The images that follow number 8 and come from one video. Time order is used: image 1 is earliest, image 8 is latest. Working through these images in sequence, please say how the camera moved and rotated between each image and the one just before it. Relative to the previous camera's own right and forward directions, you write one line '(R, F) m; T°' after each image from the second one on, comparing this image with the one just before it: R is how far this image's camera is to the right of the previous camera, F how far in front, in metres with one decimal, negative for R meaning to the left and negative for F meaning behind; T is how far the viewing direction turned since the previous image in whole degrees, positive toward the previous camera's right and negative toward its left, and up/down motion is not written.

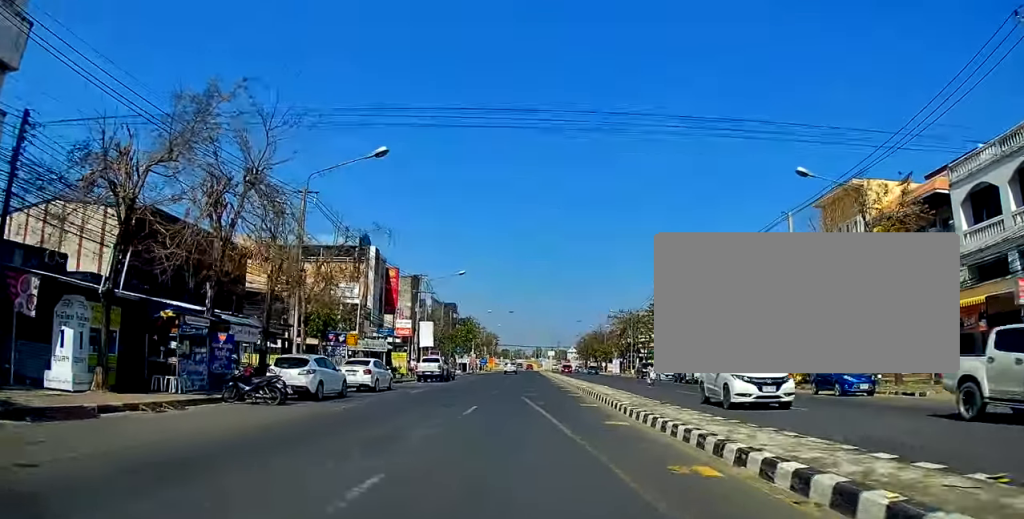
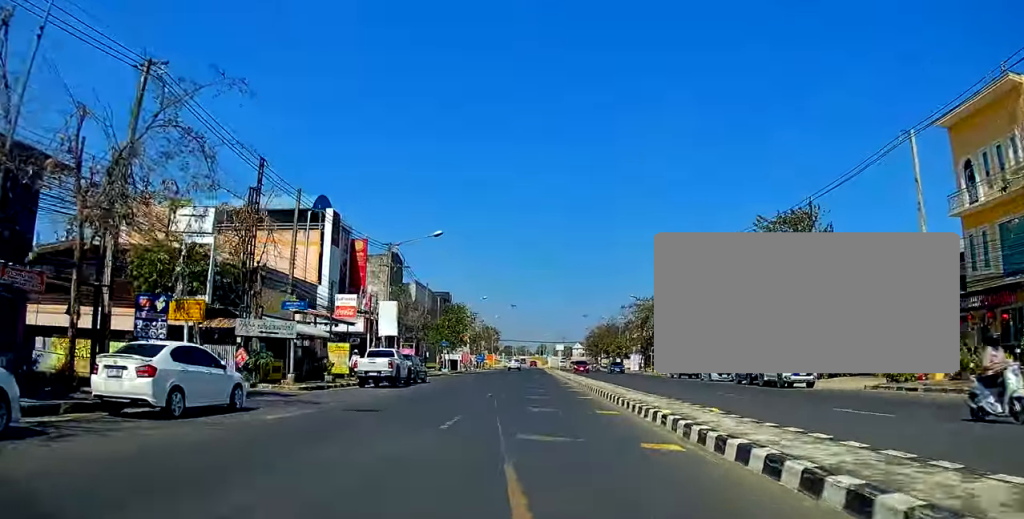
(+0.2, +16.2) m; +1°
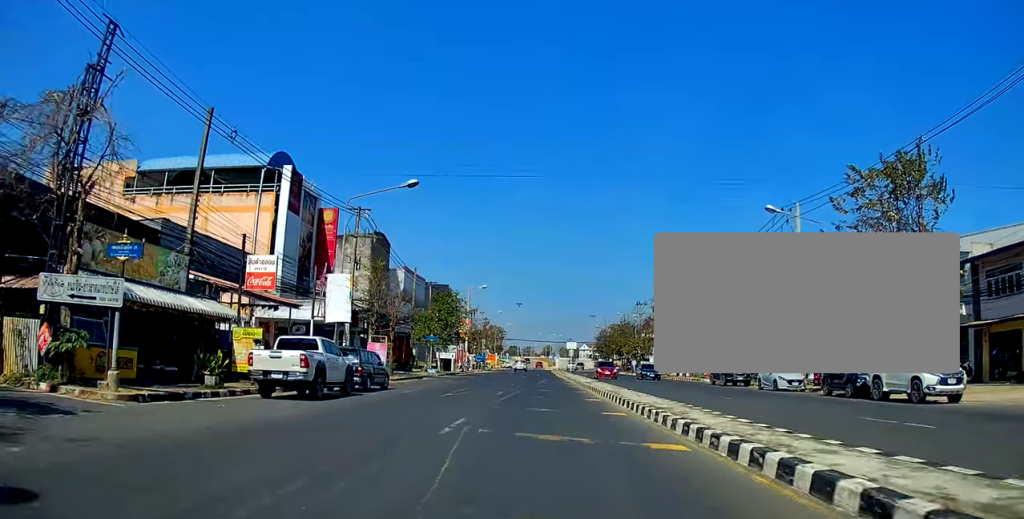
(+0.1, +12.0) m; -1°
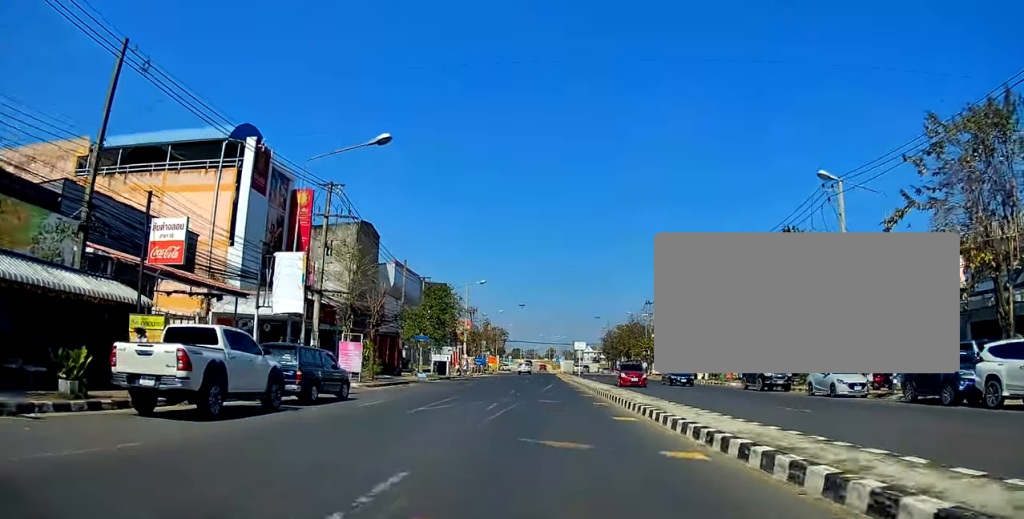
(-0.2, +6.6) m; -1°
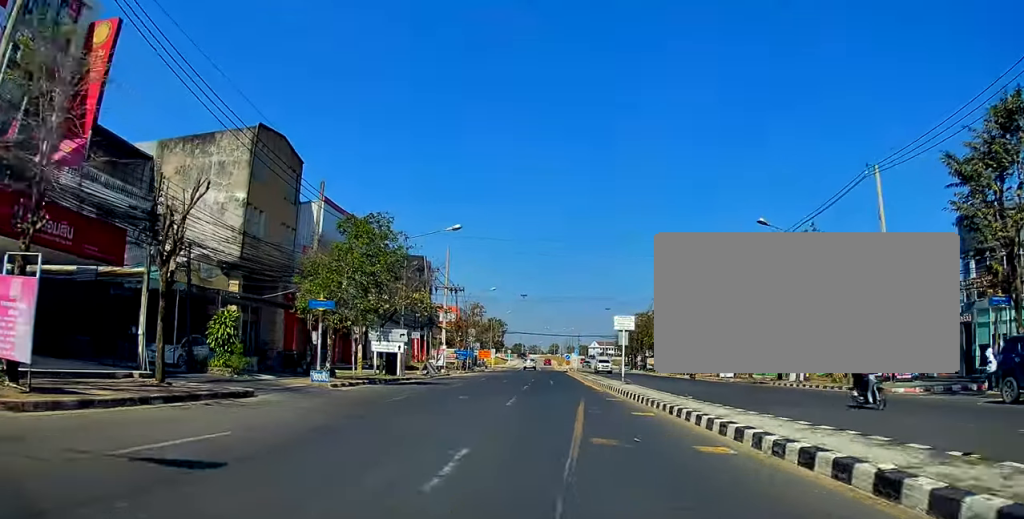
(-0.5, +24.1) m; -1°
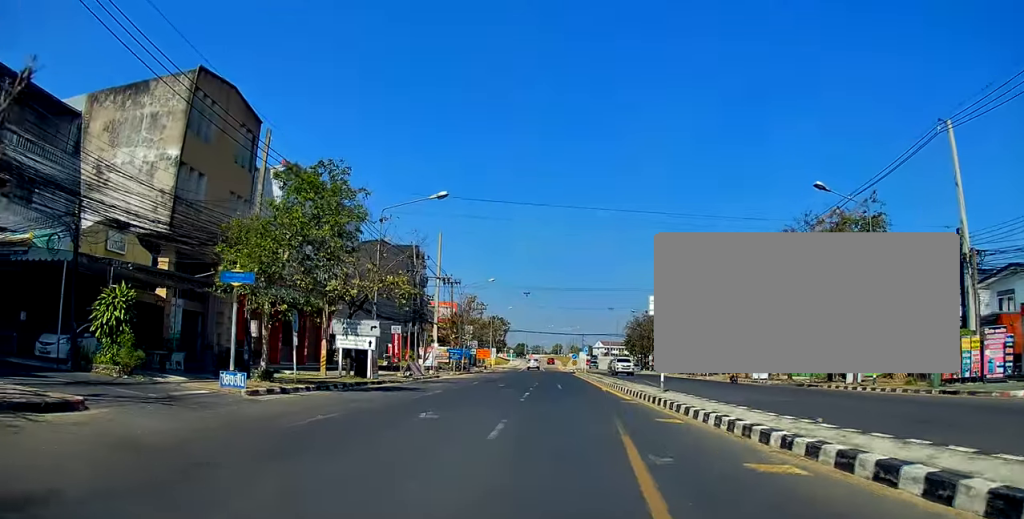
(+0.1, +7.4) m; 0°
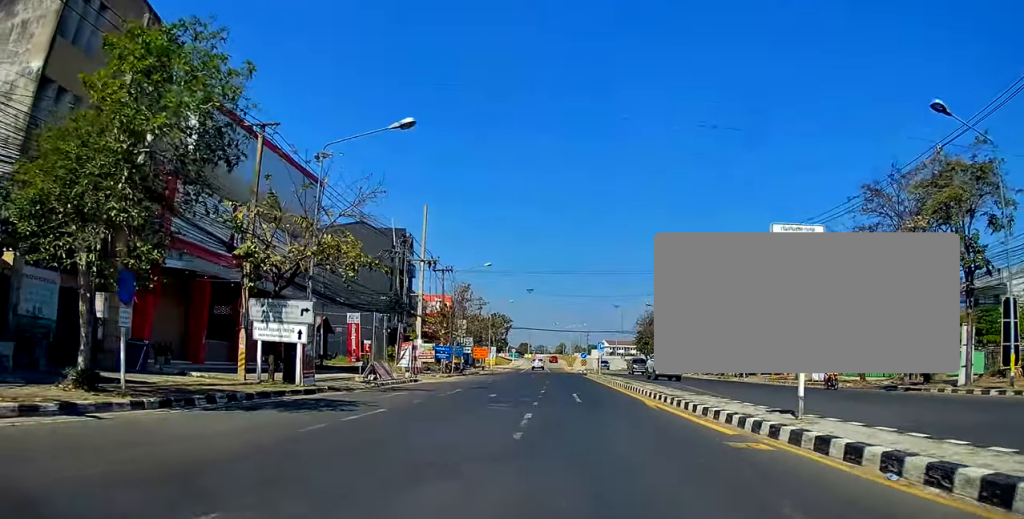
(0.0, +10.3) m; 0°
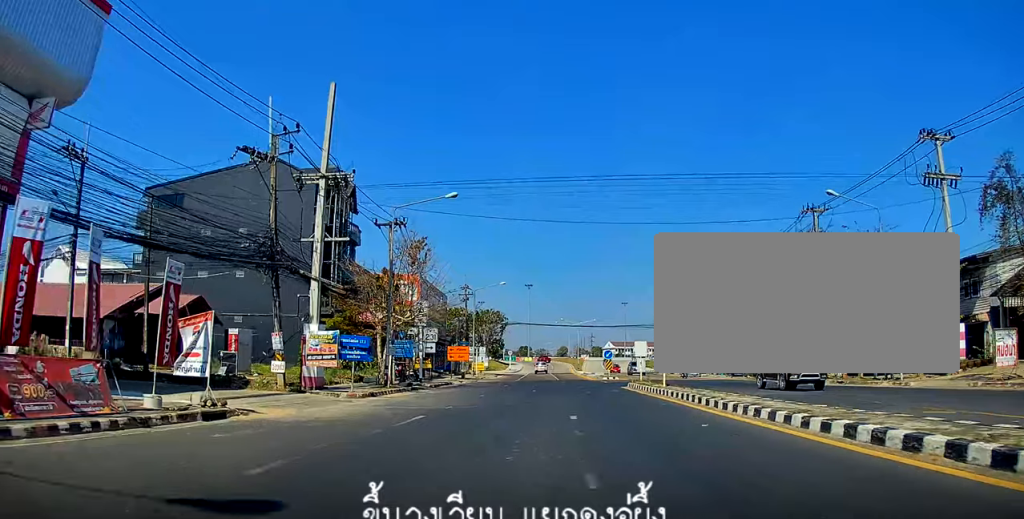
(-0.3, +24.6) m; +1°
